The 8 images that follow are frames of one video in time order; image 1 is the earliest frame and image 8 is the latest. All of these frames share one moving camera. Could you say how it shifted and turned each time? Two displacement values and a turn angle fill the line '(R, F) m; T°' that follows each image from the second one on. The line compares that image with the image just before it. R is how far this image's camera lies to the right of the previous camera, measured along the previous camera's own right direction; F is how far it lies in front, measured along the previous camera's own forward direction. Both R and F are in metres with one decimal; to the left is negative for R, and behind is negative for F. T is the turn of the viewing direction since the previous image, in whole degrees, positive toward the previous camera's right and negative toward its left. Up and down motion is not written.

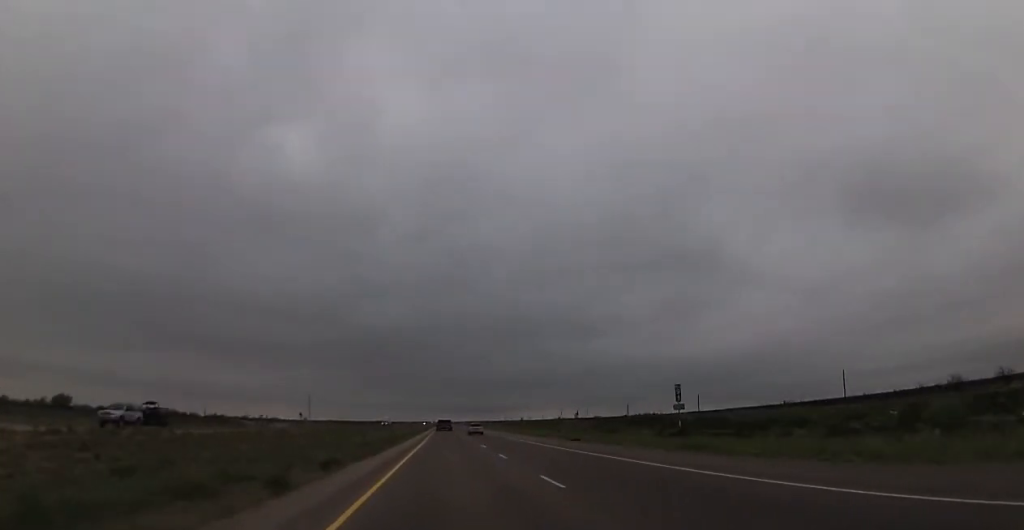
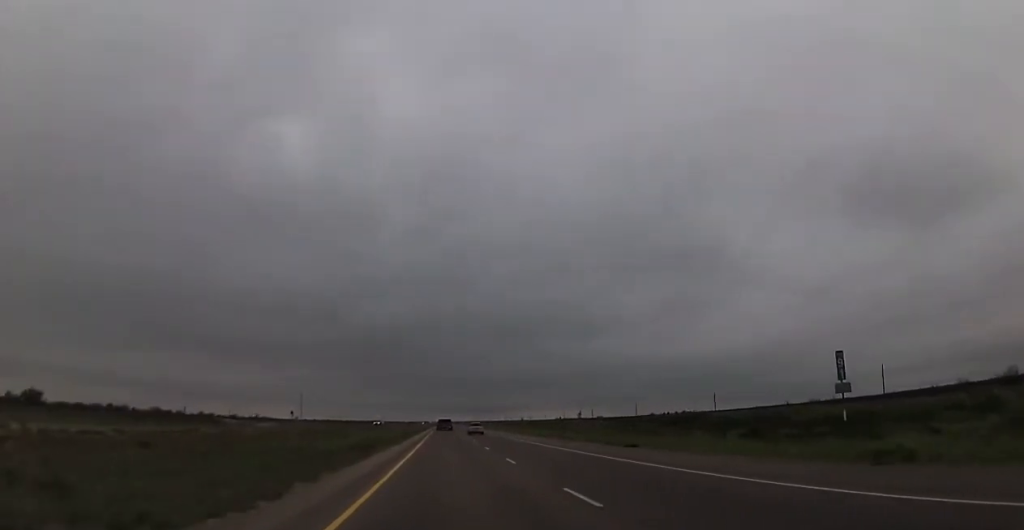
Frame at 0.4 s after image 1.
(0.0, +15.3) m; 0°
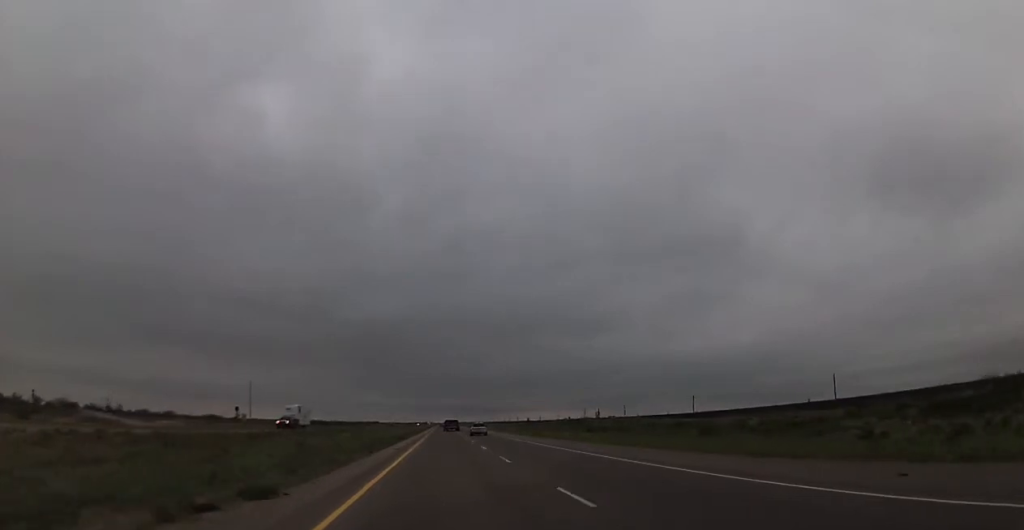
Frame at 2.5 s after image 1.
(-0.2, +73.1) m; 0°
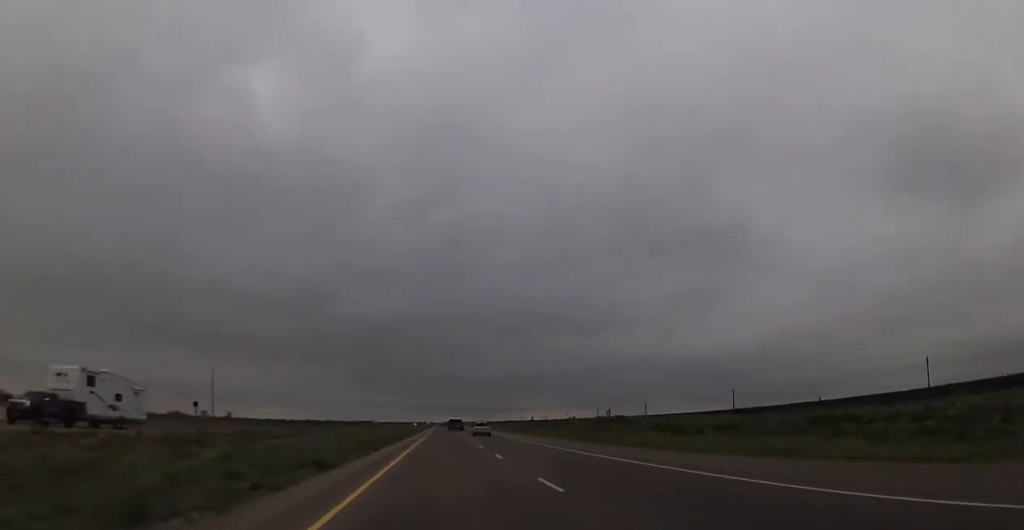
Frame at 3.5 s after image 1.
(+0.1, +34.2) m; 0°
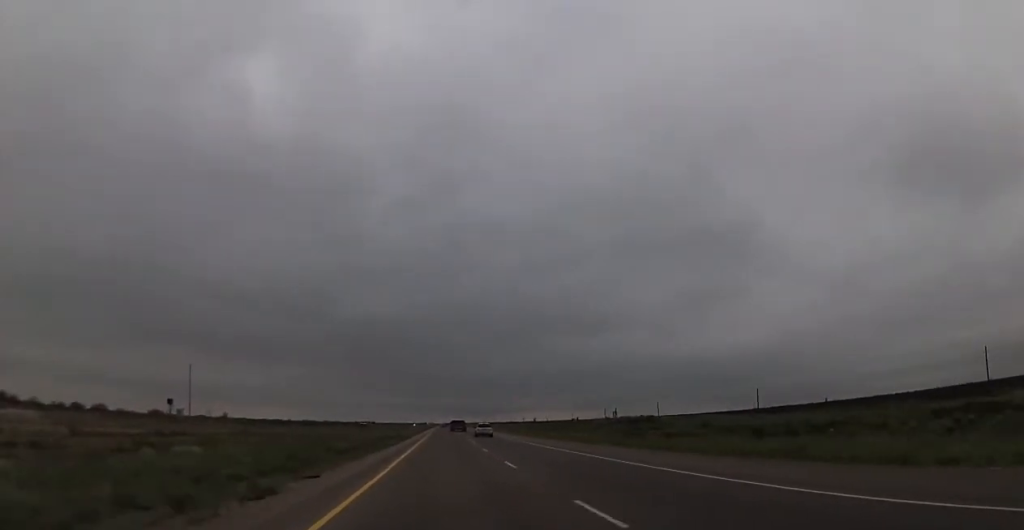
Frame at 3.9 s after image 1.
(0.0, +16.5) m; 0°
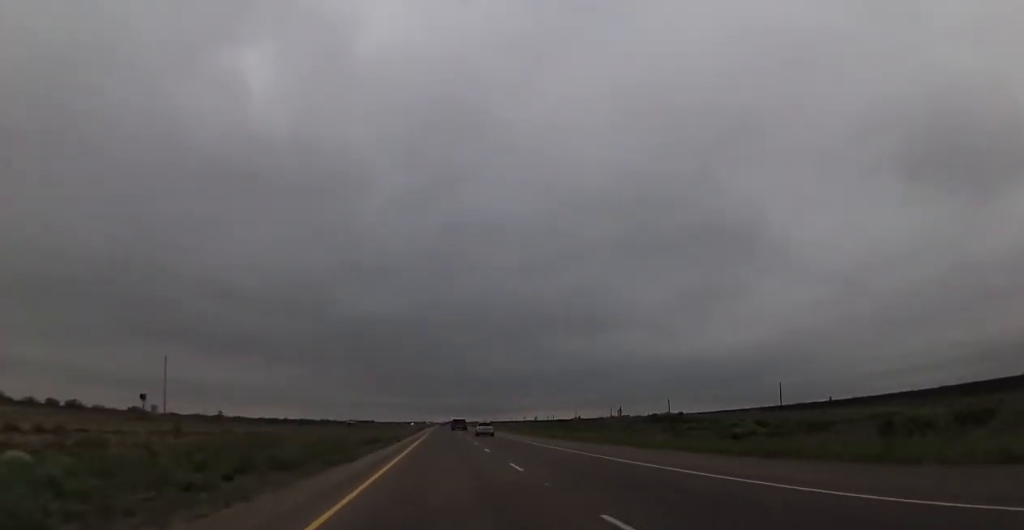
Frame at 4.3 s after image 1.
(0.0, +14.2) m; 0°
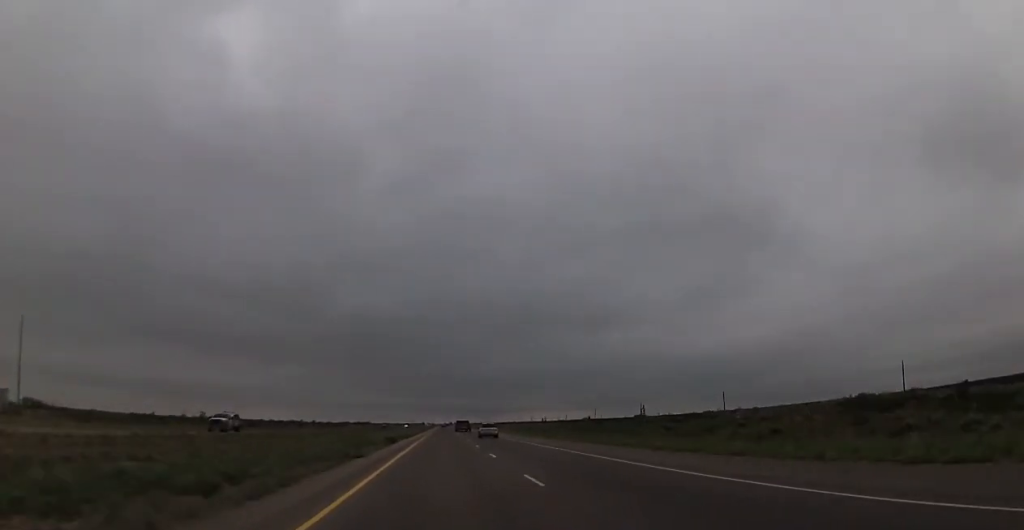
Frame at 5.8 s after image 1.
(+0.2, +53.0) m; +1°
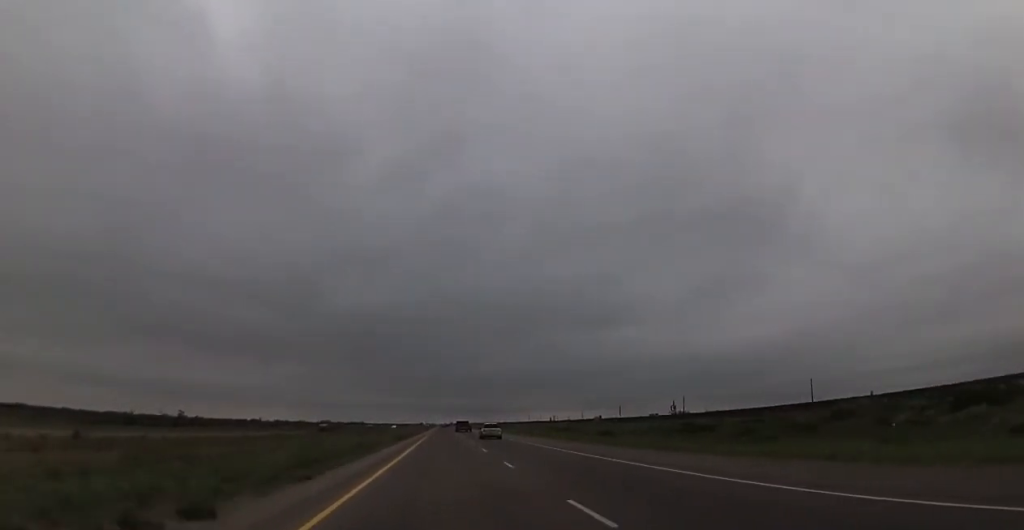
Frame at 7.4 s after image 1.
(+0.1, +54.3) m; -1°
